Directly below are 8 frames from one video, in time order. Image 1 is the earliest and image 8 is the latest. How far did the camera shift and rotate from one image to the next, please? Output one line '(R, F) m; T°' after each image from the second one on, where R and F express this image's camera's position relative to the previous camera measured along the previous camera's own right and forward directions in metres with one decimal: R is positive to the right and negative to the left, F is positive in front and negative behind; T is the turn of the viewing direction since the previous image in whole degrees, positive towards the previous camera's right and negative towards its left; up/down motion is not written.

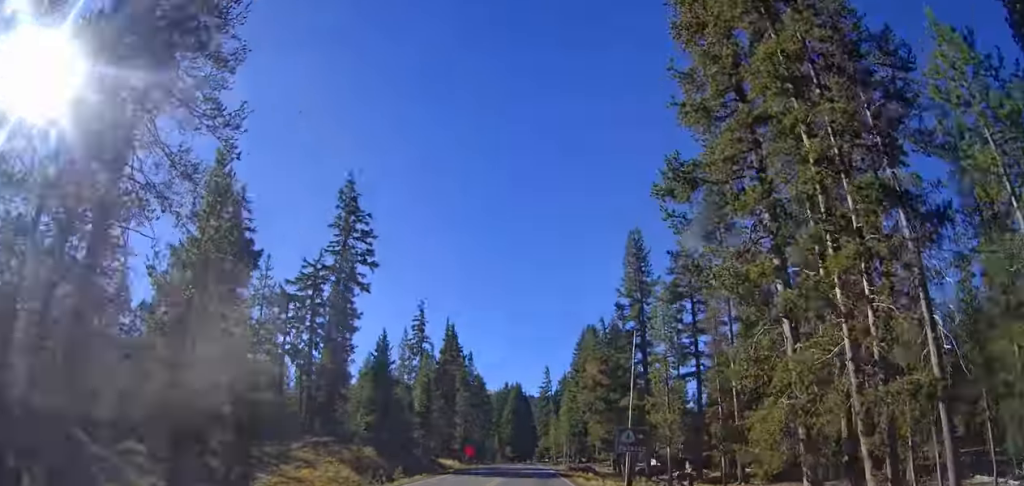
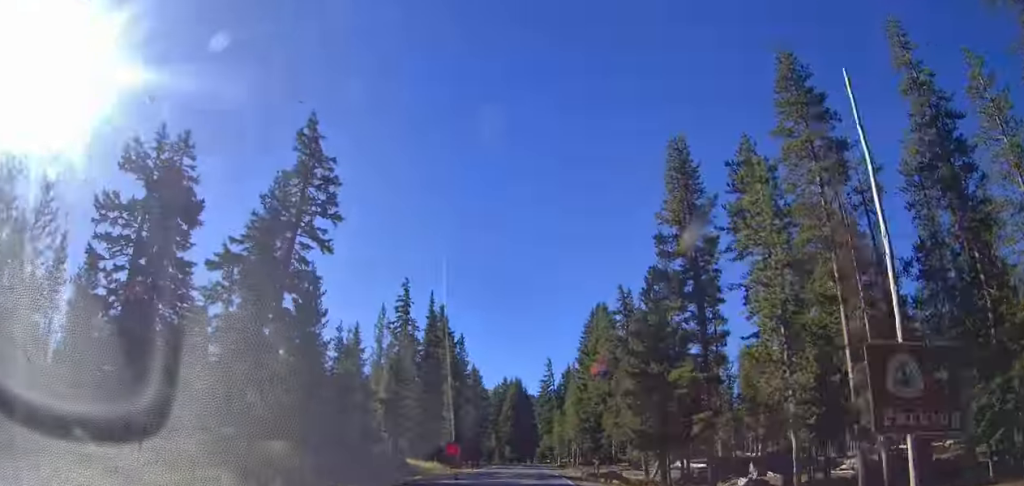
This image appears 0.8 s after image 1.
(-0.6, +16.2) m; -2°
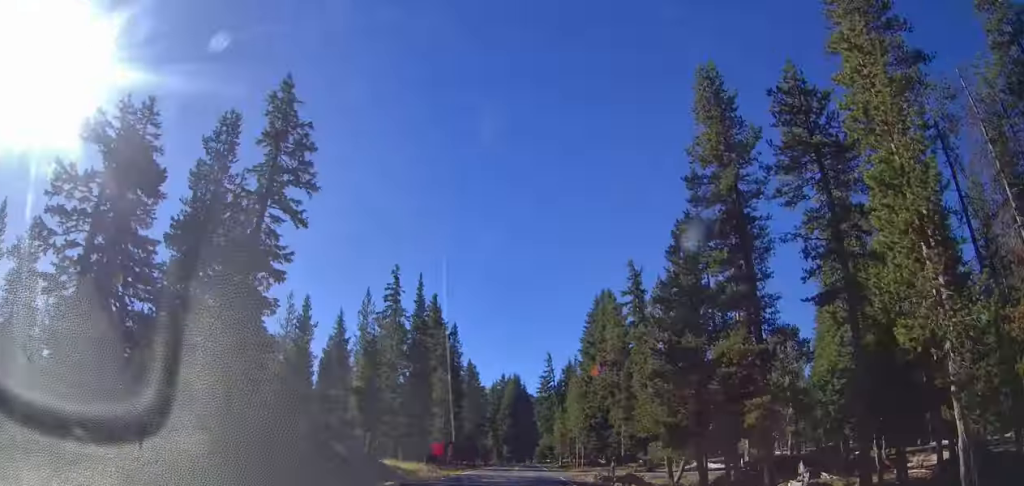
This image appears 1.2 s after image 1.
(-0.2, +7.8) m; -1°
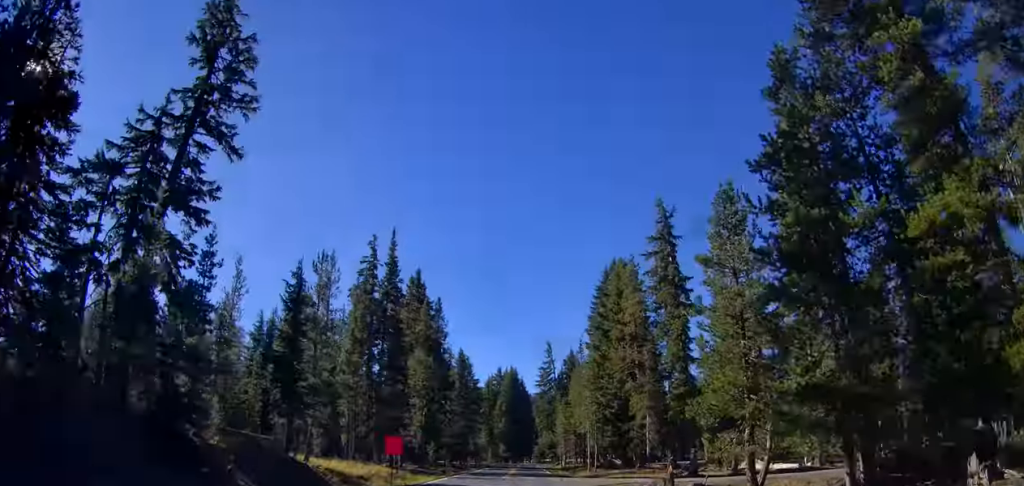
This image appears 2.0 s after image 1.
(+0.1, +14.1) m; 0°
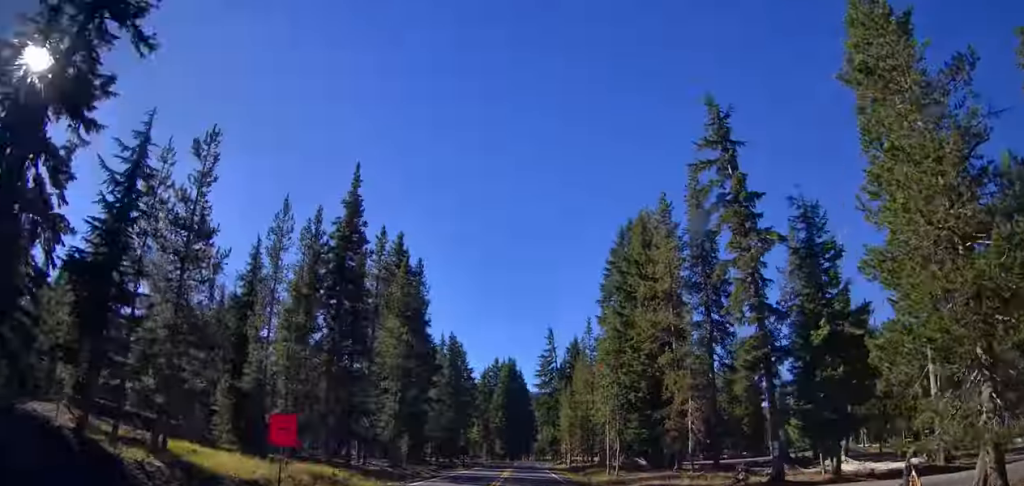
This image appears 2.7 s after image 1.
(0.0, +13.4) m; +1°
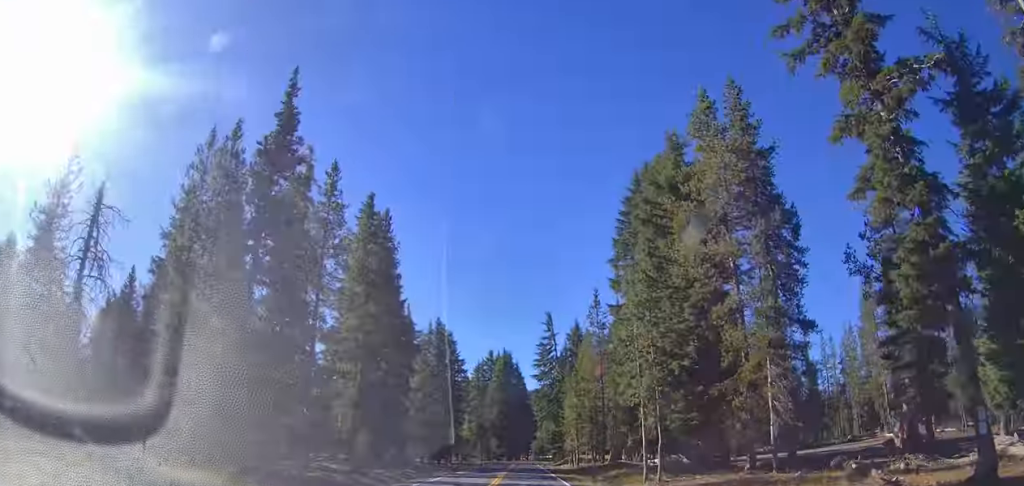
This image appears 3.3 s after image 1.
(0.0, +12.8) m; +1°
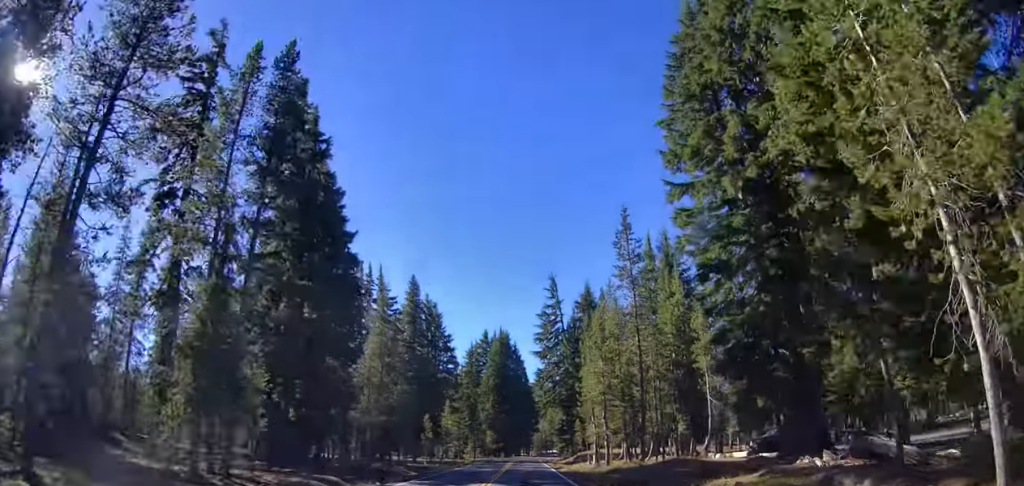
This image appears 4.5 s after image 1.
(+0.6, +21.7) m; +1°
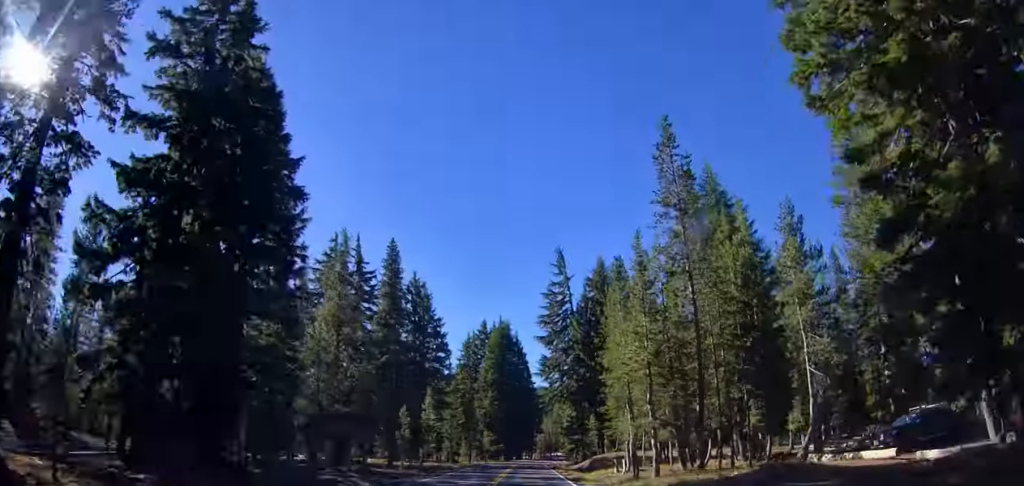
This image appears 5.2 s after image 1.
(-0.2, +14.5) m; -1°
